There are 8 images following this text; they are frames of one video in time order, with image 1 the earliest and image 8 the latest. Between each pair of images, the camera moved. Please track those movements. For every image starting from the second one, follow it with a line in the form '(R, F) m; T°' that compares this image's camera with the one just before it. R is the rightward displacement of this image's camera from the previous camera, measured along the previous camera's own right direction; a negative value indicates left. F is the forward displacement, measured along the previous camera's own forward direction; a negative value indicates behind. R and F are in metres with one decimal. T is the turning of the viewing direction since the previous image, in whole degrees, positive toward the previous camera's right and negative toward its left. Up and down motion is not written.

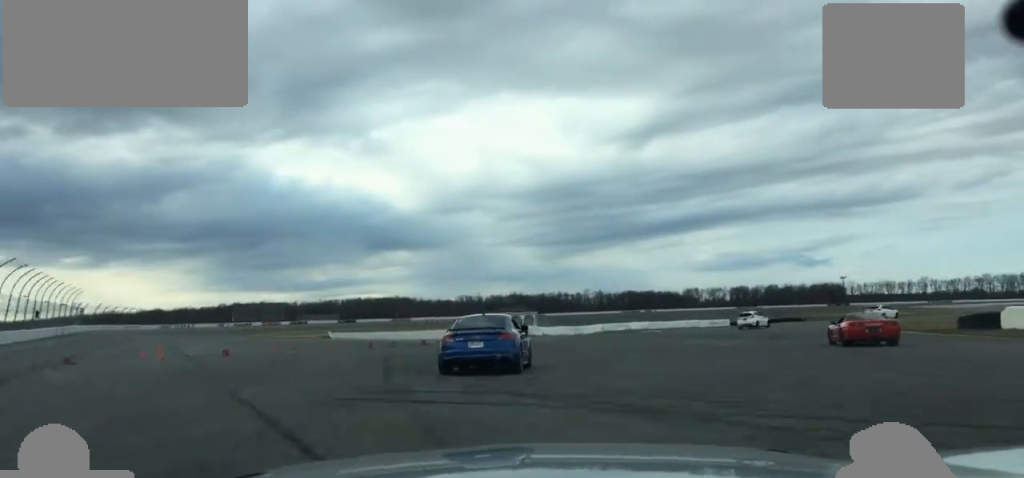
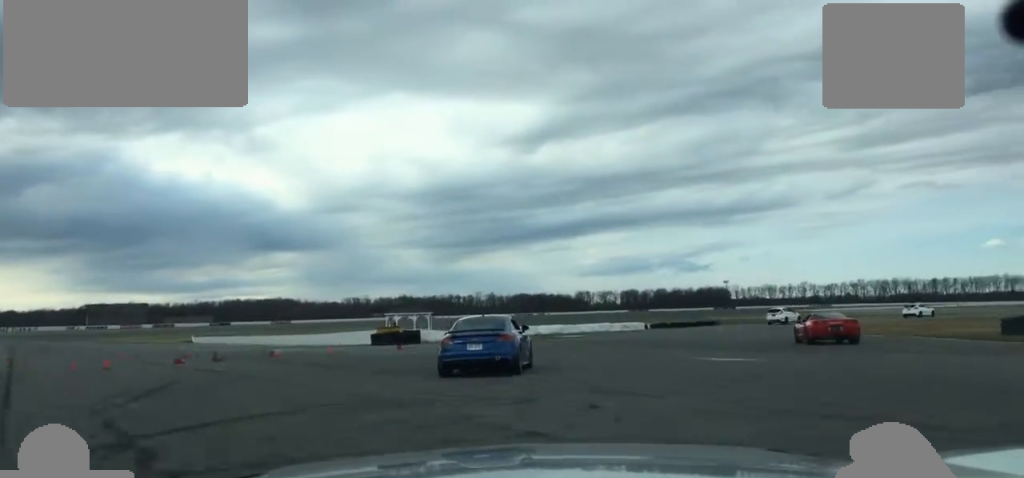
(+1.9, +15.5) m; +9°
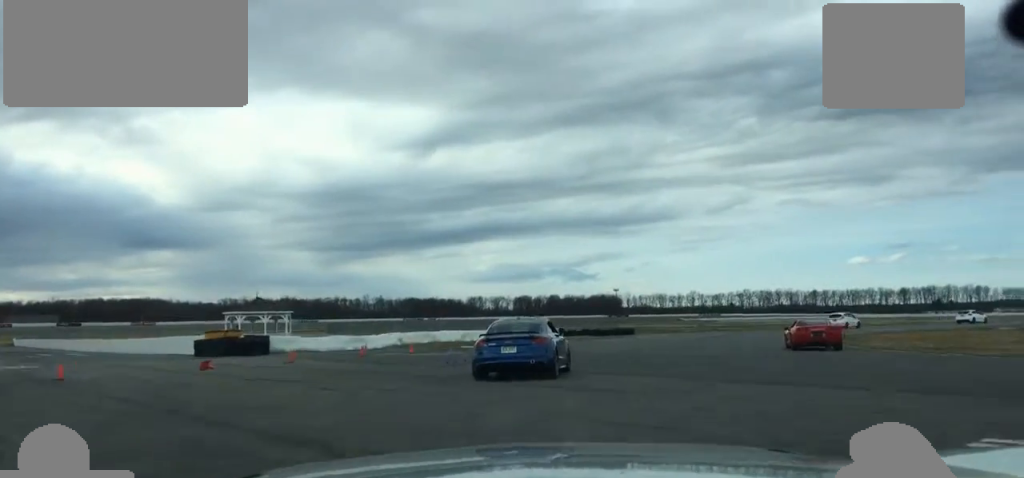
(+1.4, +16.3) m; +9°
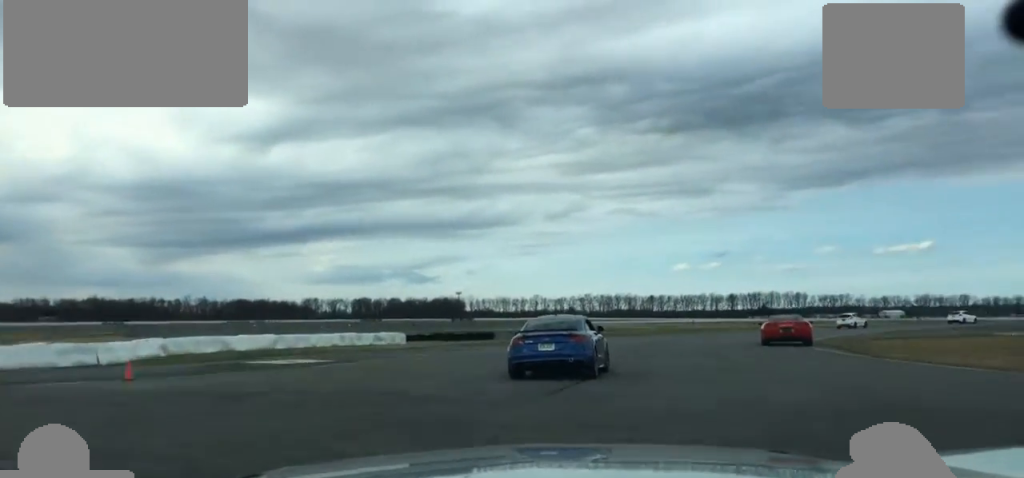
(+1.2, +18.5) m; +8°
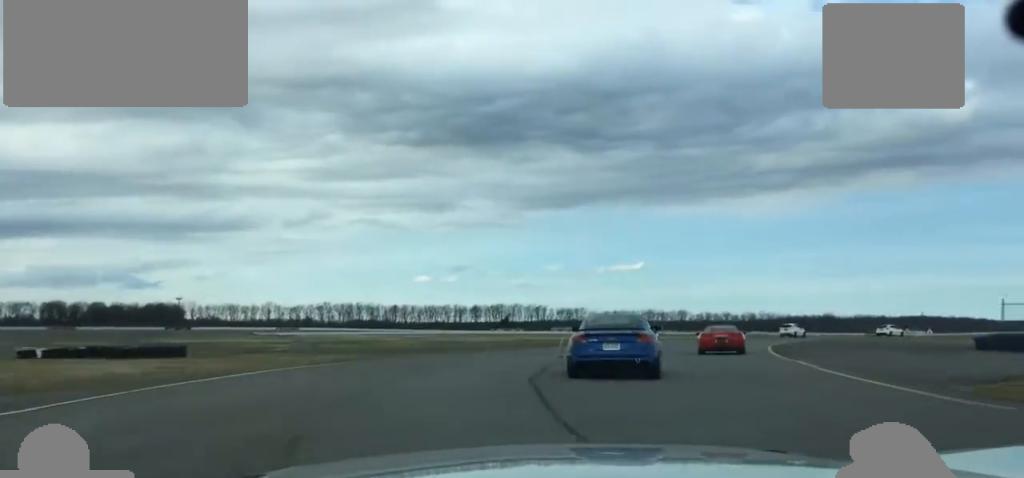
(+2.6, +24.5) m; +14°
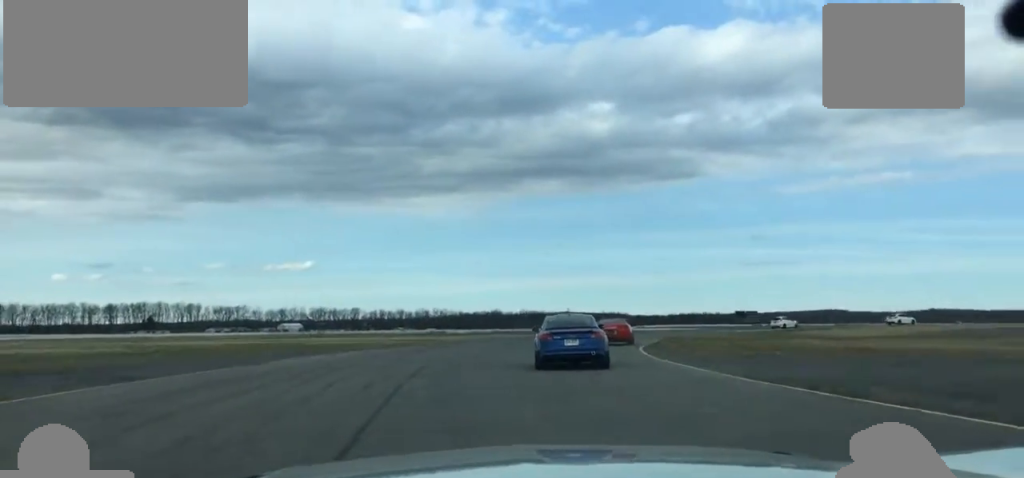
(+10.5, +41.9) m; +23°
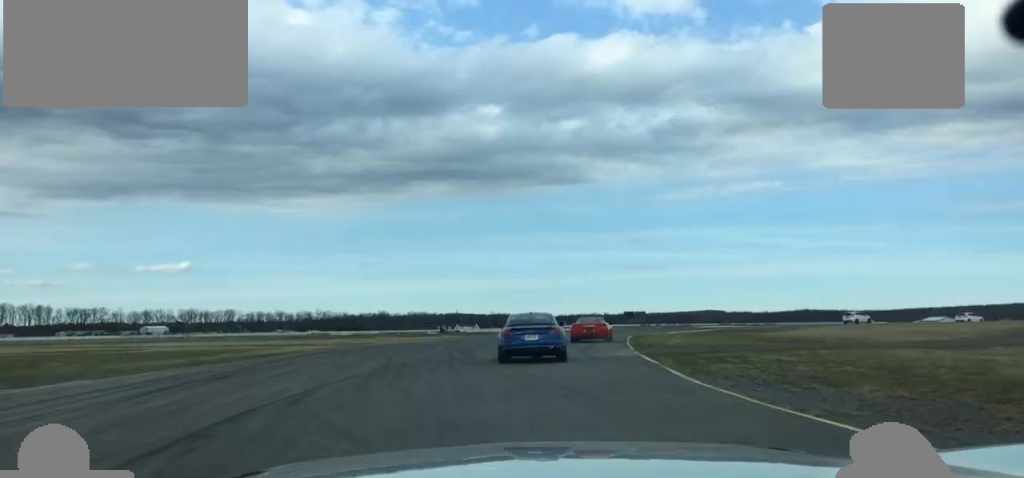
(+0.5, +20.3) m; +5°
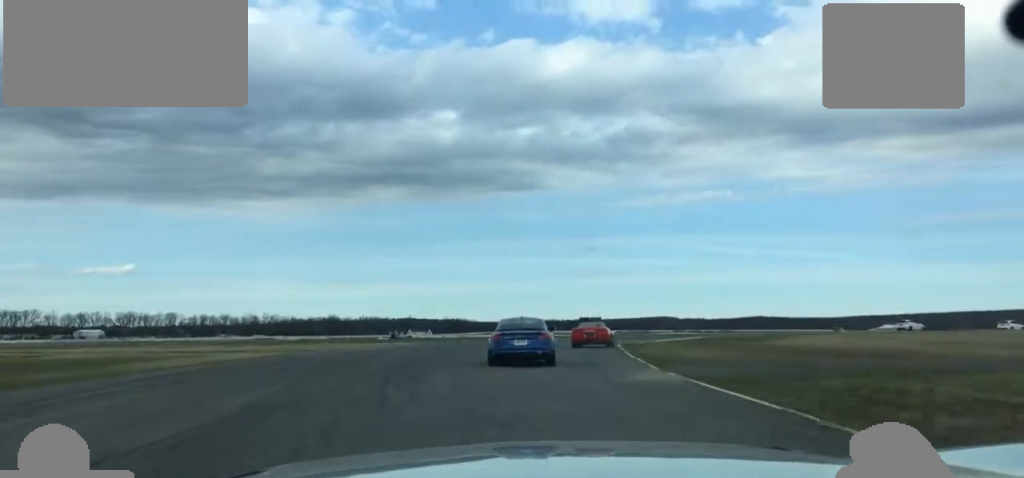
(+0.6, +10.3) m; +4°
